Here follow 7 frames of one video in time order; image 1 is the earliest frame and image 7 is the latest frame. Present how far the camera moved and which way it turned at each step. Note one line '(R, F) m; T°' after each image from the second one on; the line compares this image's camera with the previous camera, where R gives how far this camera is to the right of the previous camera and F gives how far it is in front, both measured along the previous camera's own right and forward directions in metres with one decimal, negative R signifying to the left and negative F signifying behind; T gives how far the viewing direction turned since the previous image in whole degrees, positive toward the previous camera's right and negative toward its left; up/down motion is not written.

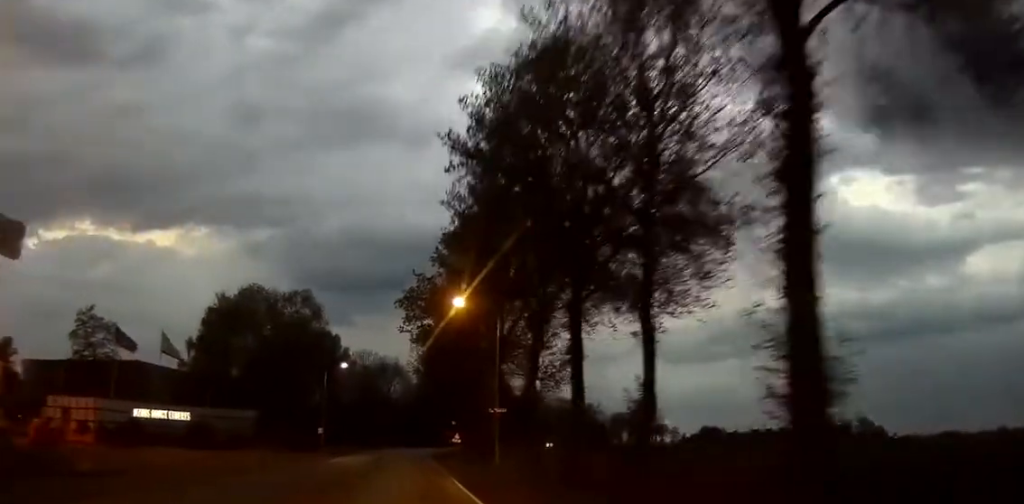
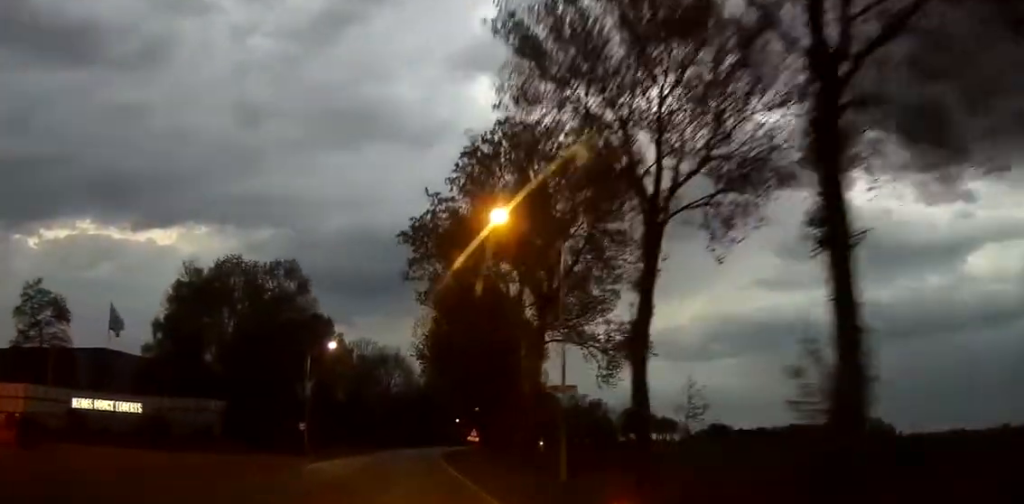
(-0.1, +13.1) m; -2°
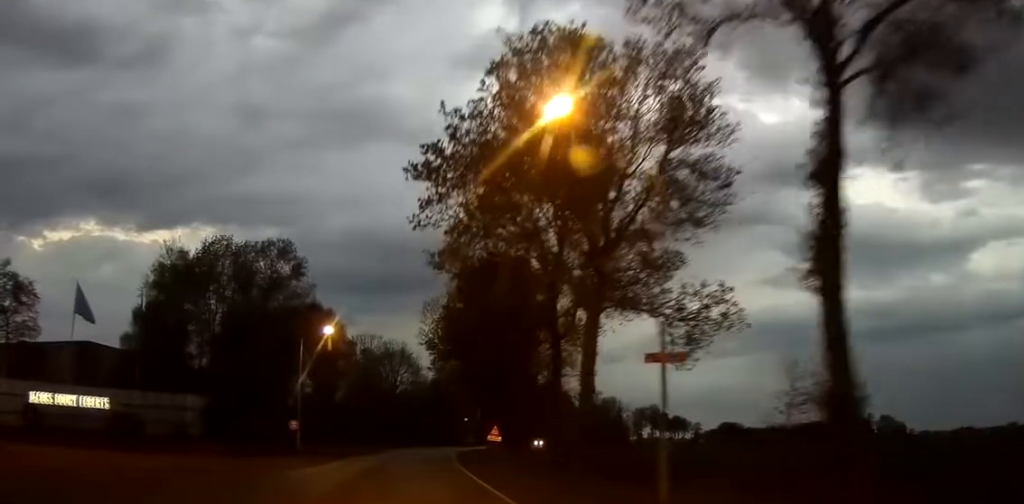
(-0.1, +7.2) m; -5°
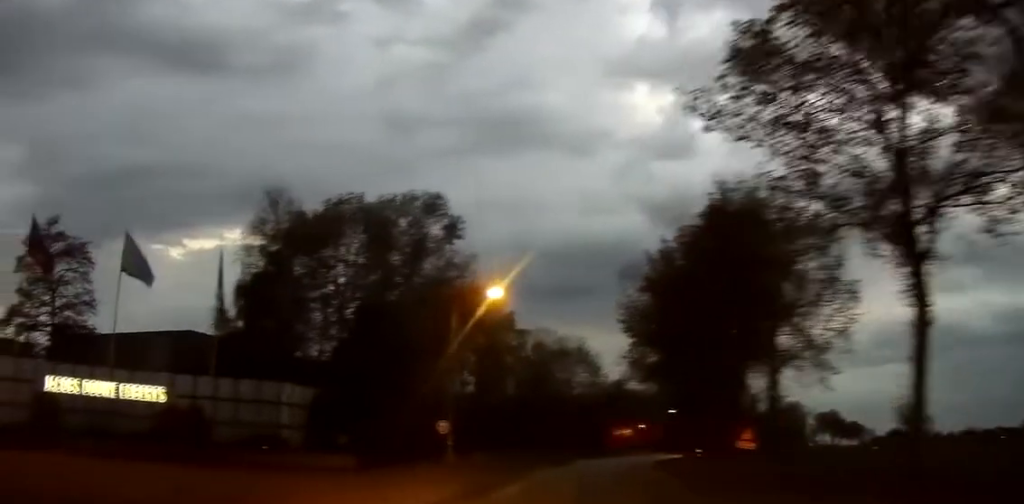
(-1.3, +12.7) m; -19°
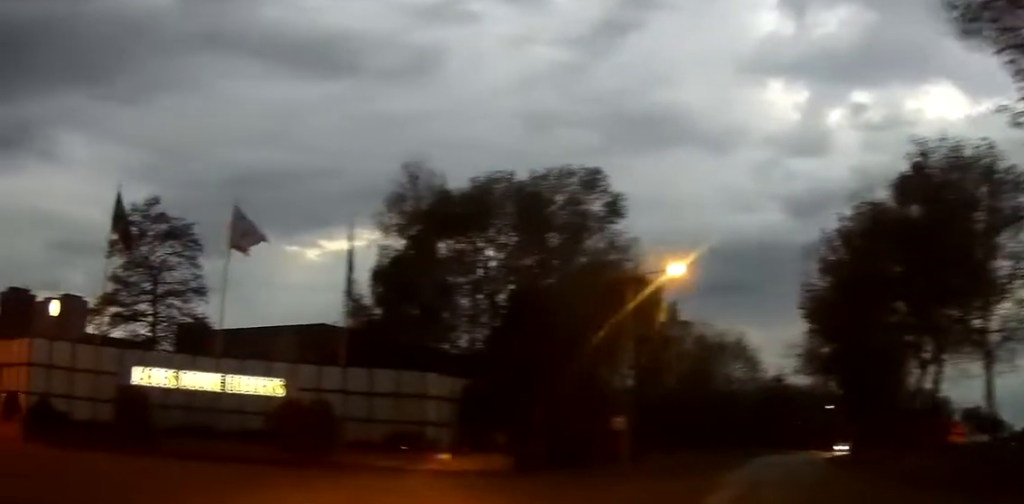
(-0.9, +3.7) m; -14°
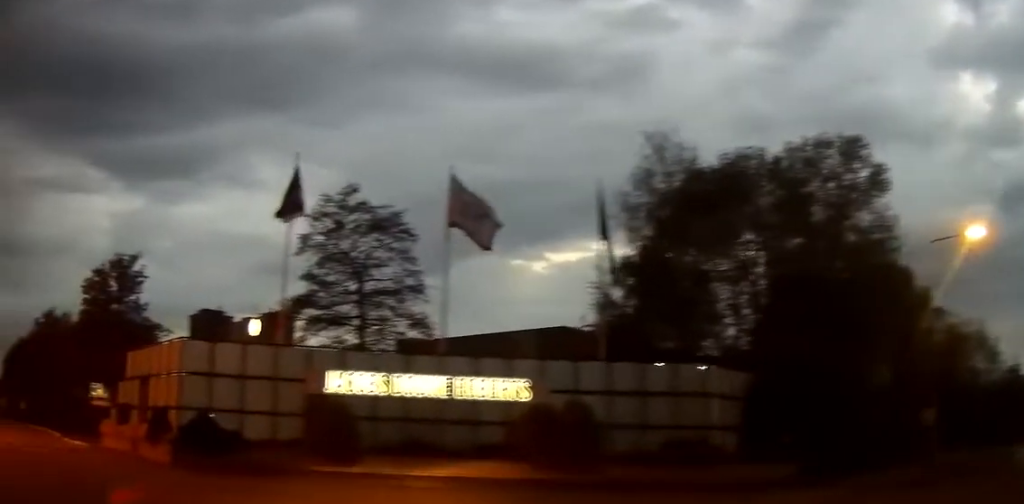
(-0.8, +4.9) m; -17°
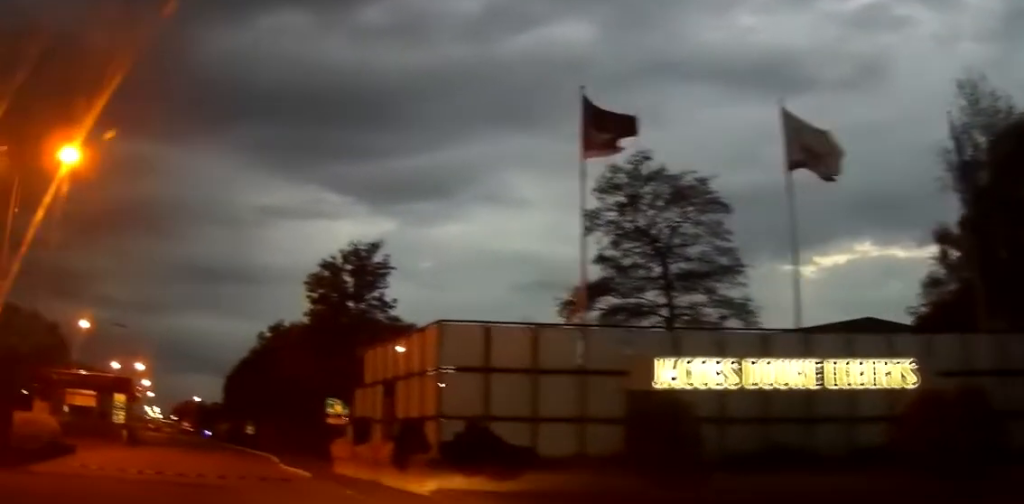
(-1.0, +5.7) m; -18°
